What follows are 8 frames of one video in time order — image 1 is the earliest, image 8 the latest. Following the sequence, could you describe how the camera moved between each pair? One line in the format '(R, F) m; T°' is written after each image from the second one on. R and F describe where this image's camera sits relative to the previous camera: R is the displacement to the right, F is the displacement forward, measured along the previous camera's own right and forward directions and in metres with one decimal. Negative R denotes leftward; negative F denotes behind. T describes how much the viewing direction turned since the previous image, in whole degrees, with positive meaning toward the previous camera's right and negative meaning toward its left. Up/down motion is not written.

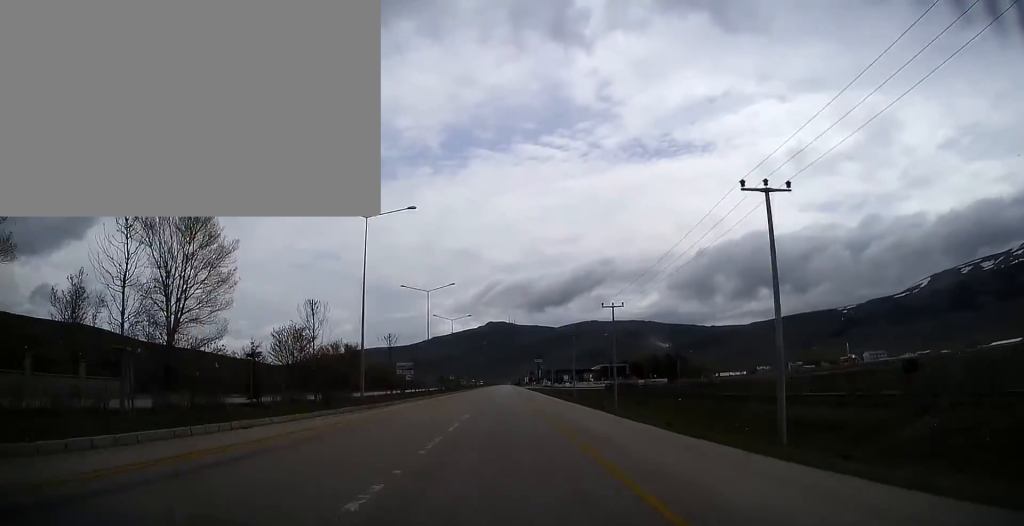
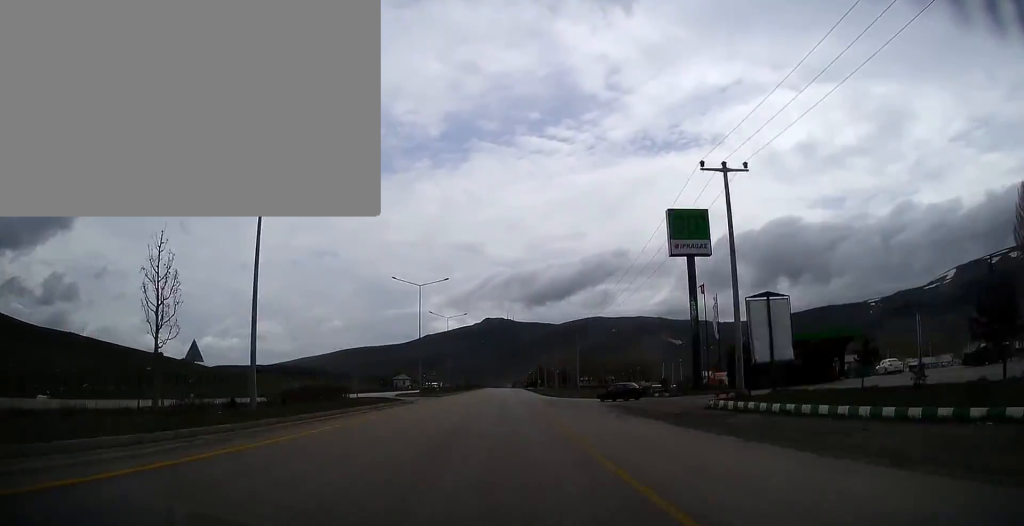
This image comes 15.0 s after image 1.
(-1.0, +278.0) m; 0°
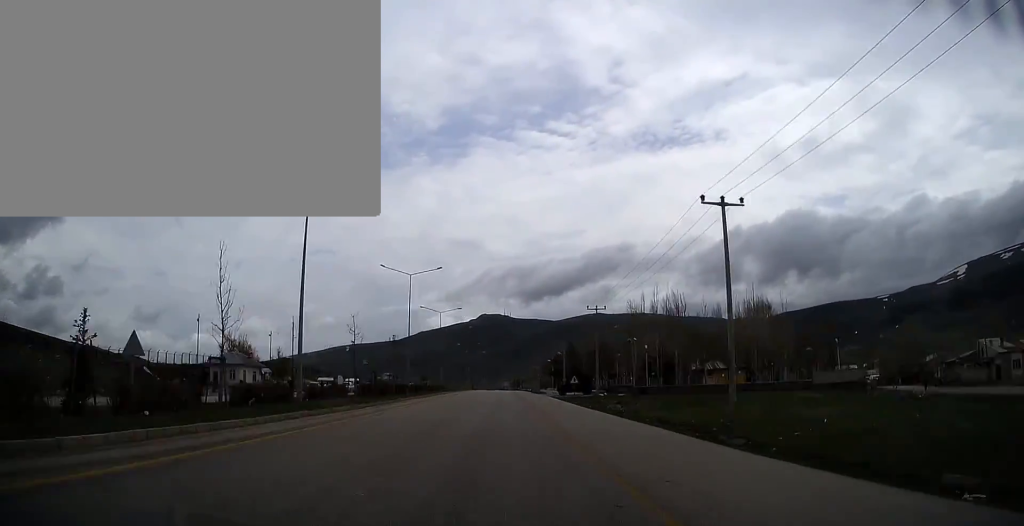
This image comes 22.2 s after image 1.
(+0.5, +134.1) m; 0°
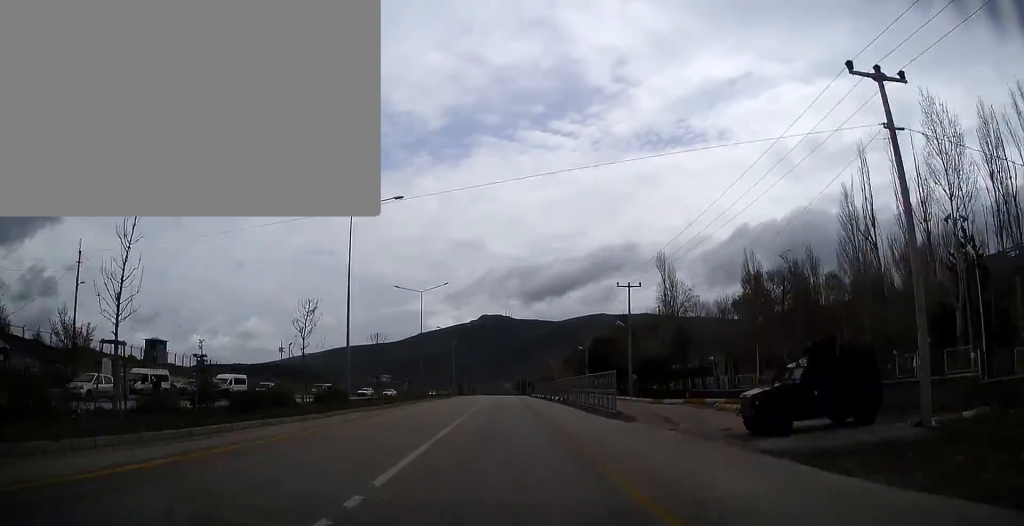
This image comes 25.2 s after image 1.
(0.0, +55.4) m; 0°
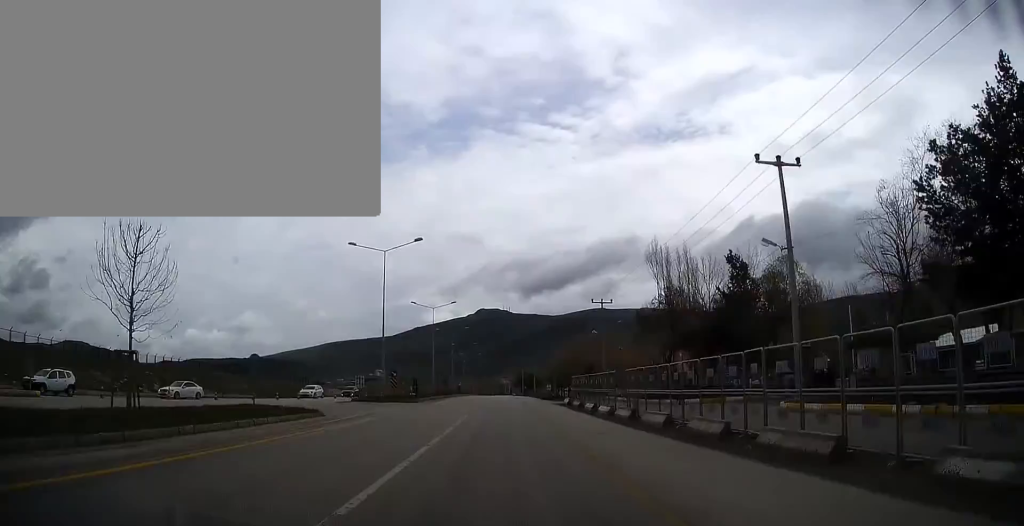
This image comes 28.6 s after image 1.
(0.0, +62.8) m; 0°
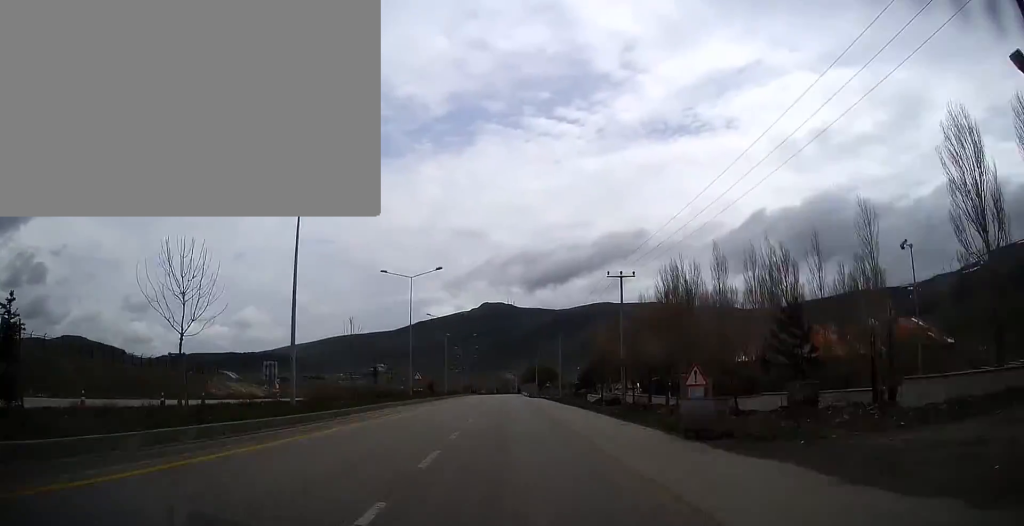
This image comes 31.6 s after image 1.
(0.0, +55.3) m; 0°
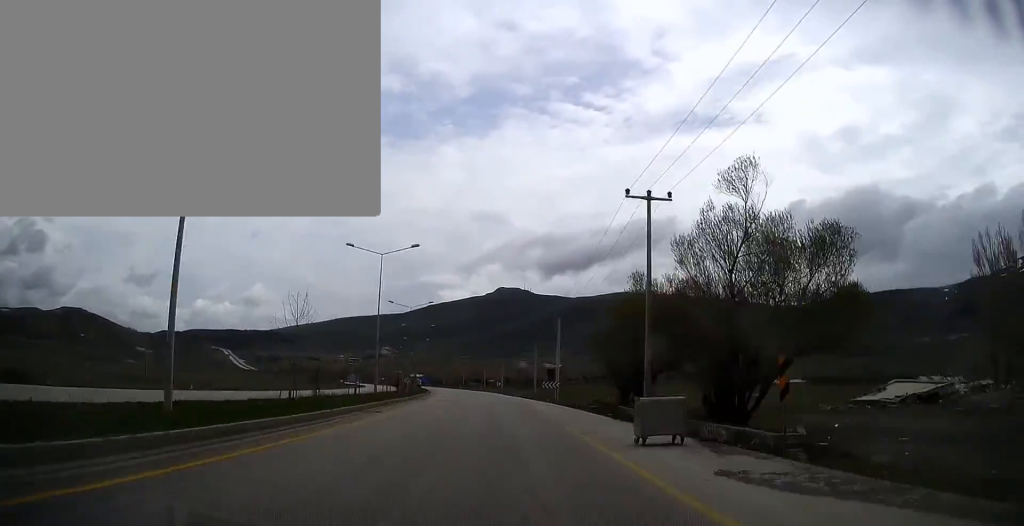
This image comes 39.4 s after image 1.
(-1.1, +145.1) m; -4°
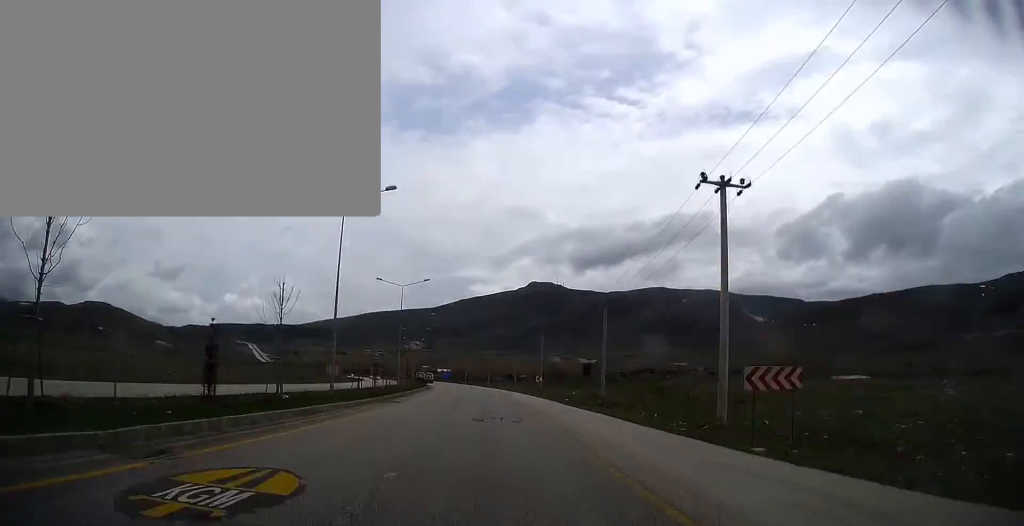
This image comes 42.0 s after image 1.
(-2.5, +48.2) m; -3°
